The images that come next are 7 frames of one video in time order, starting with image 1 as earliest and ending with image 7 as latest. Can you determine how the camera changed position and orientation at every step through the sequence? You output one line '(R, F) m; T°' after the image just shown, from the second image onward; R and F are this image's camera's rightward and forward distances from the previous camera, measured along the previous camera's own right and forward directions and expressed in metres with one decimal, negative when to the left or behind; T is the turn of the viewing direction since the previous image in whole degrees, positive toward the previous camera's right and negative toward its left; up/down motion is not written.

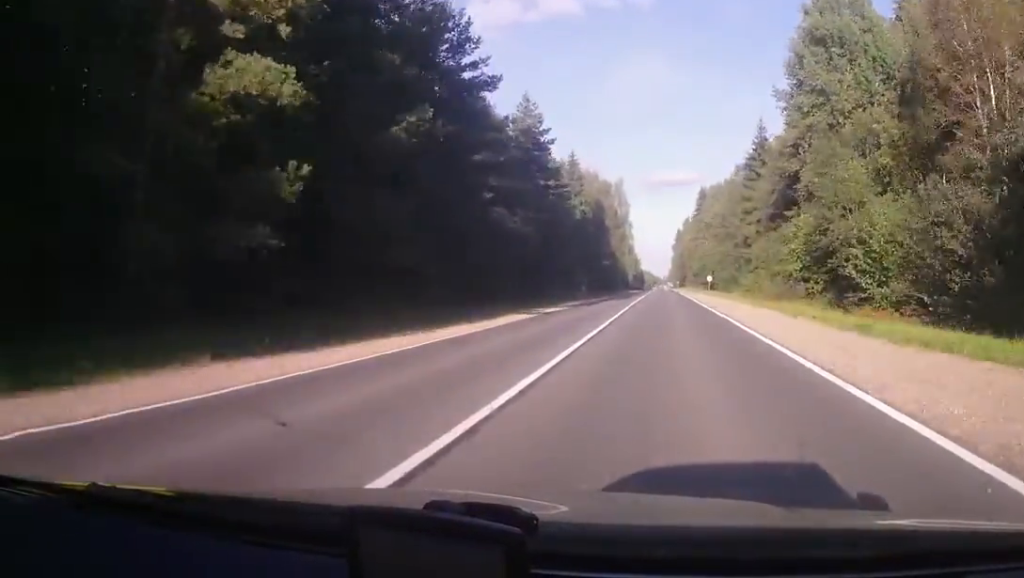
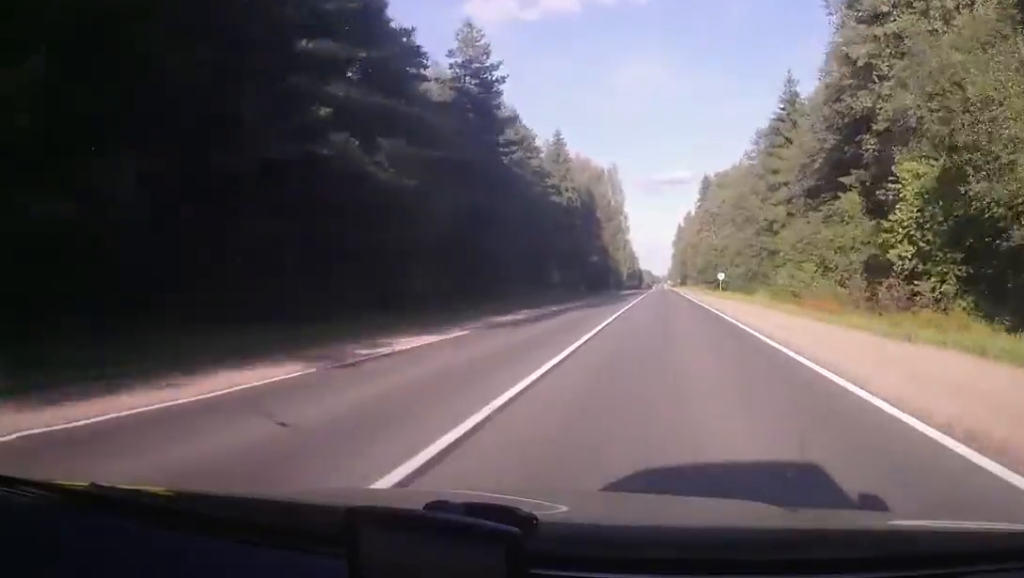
(+0.2, +21.0) m; -1°
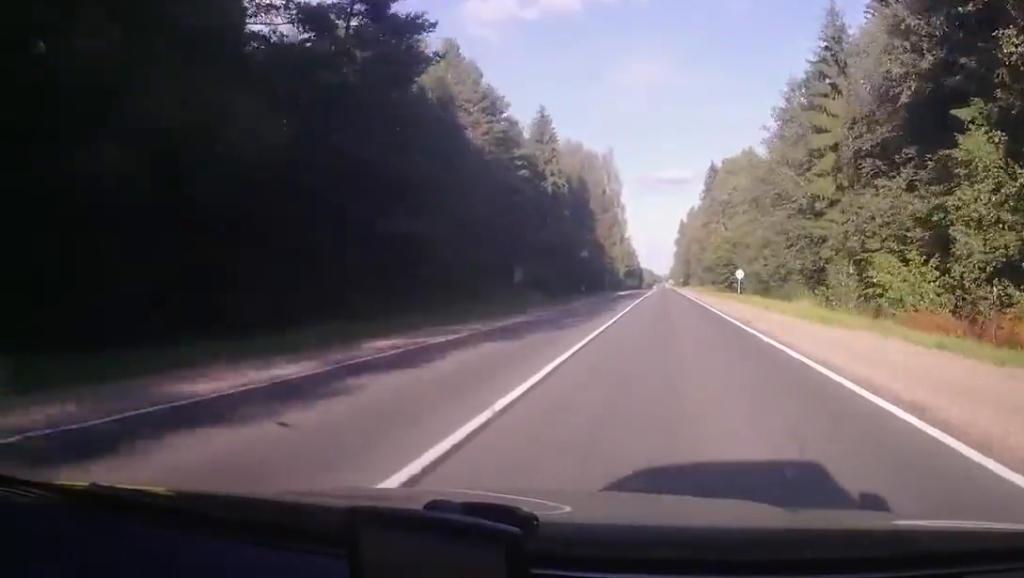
(0.0, +18.2) m; -1°
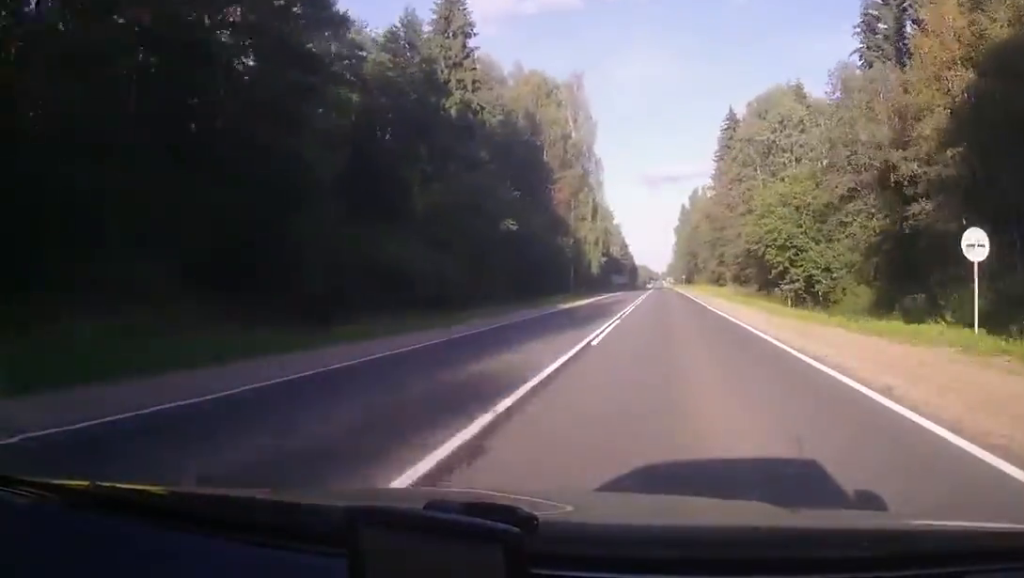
(-1.5, +49.1) m; -1°
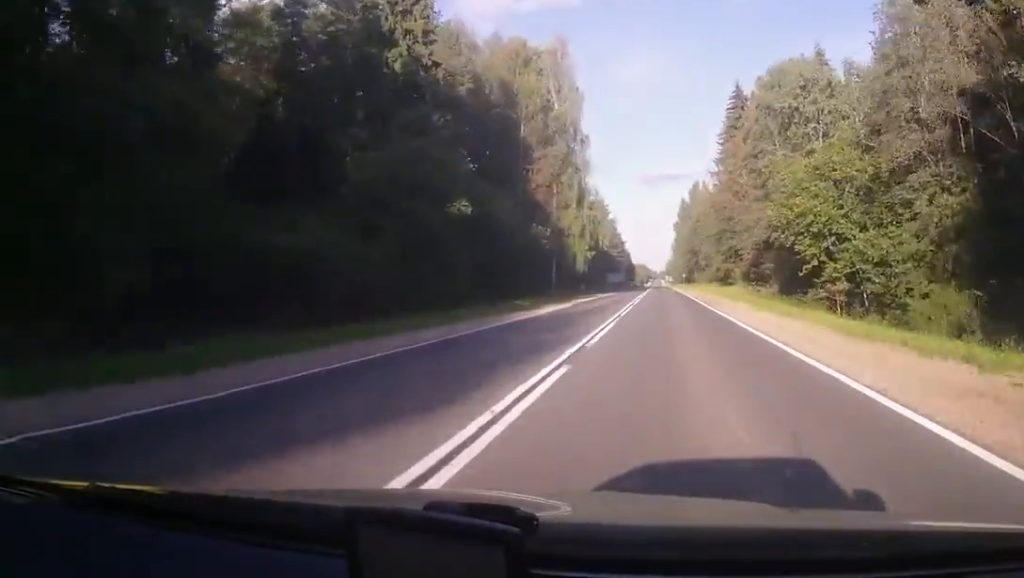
(0.0, +12.8) m; 0°
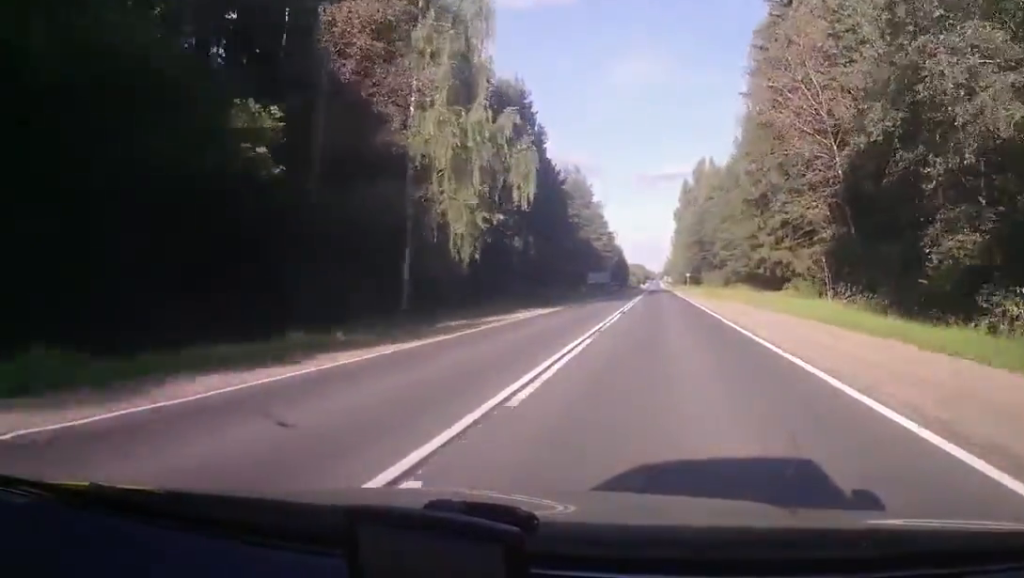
(+0.6, +42.2) m; +1°
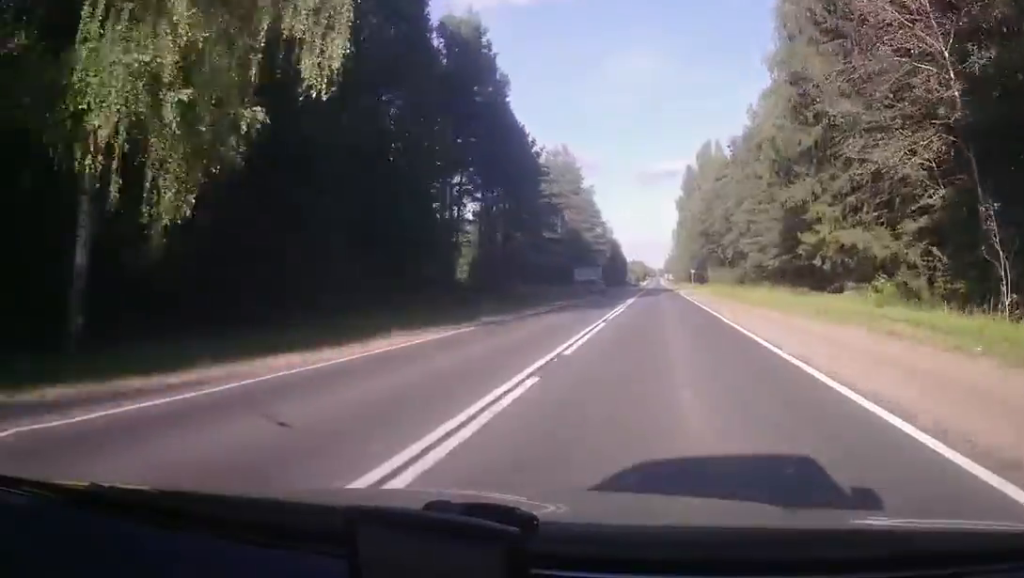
(0.0, +19.4) m; -1°
